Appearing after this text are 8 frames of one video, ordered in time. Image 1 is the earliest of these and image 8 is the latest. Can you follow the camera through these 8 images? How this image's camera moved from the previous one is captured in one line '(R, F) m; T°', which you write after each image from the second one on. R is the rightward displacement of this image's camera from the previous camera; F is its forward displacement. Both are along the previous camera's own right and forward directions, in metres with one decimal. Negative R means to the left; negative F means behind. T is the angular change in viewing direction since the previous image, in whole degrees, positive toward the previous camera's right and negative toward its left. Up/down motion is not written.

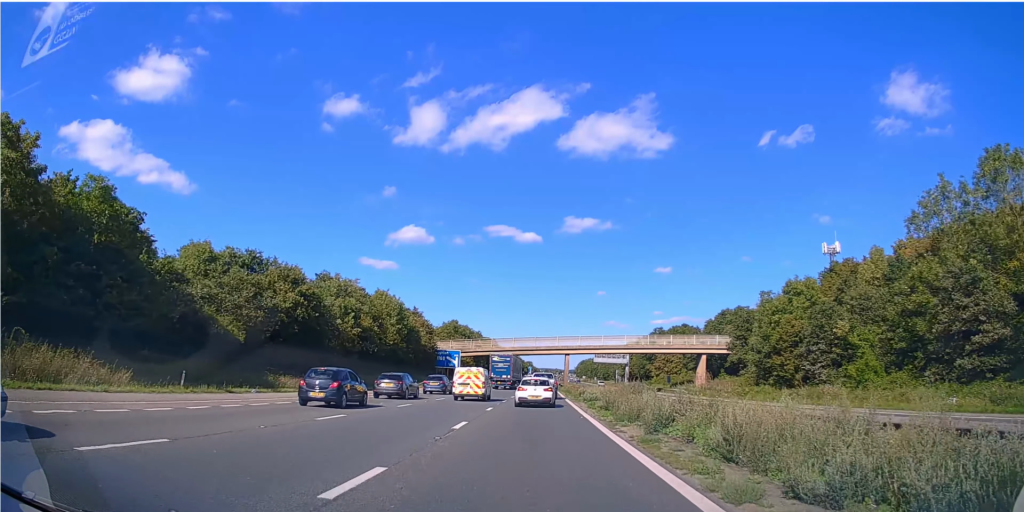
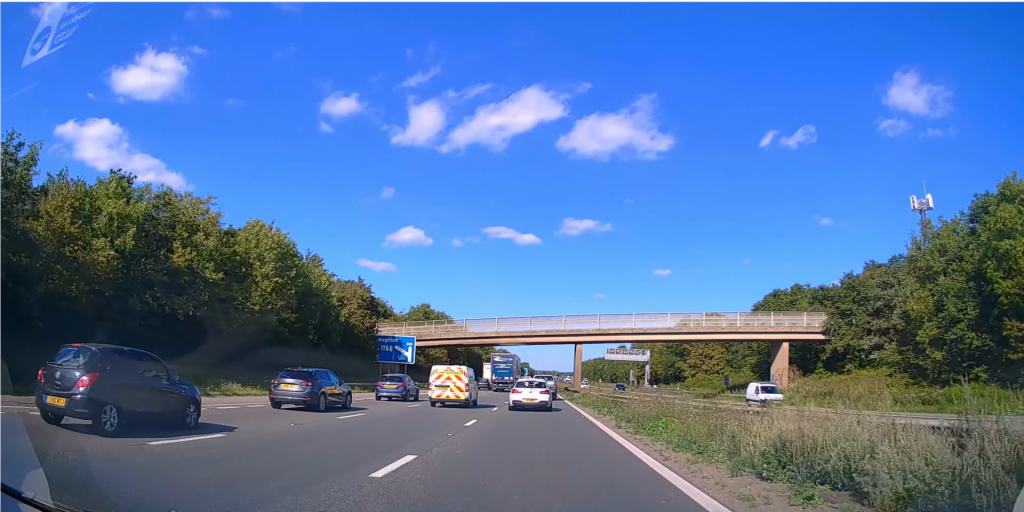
(+0.5, +33.4) m; 0°
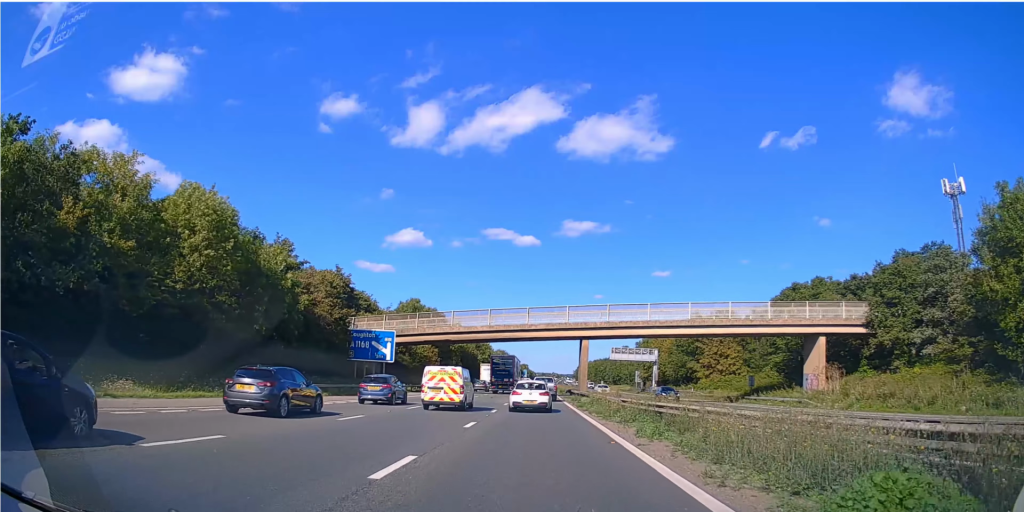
(-0.2, +9.3) m; -1°
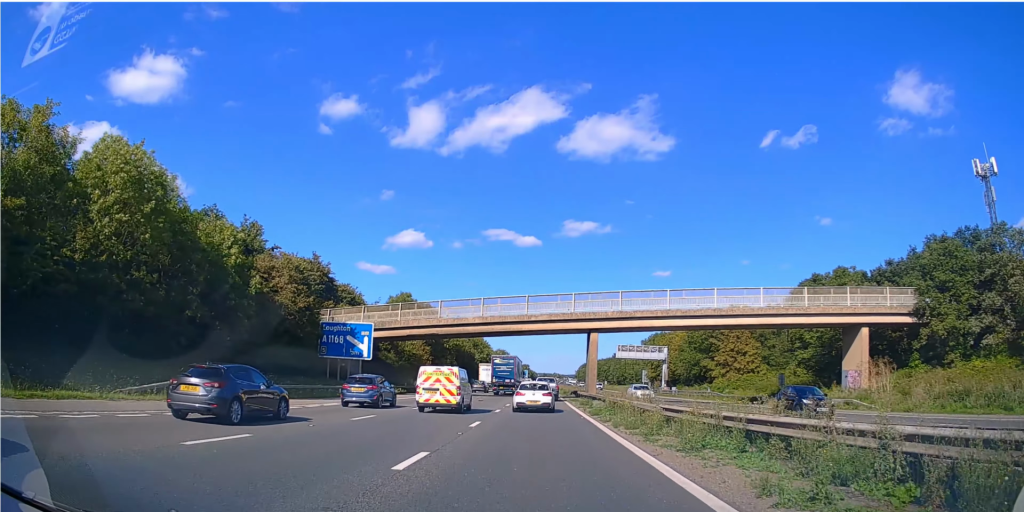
(0.0, +8.2) m; 0°
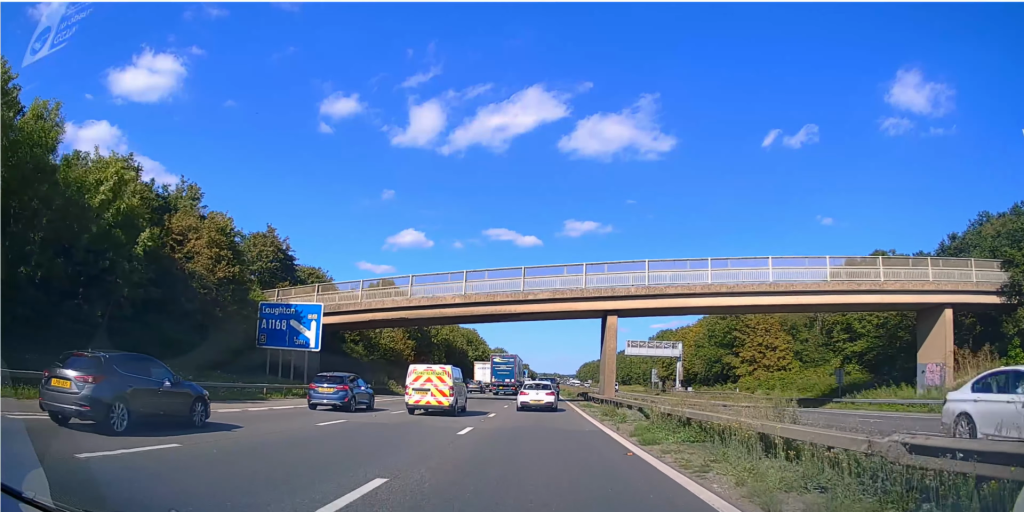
(+0.1, +12.0) m; +1°
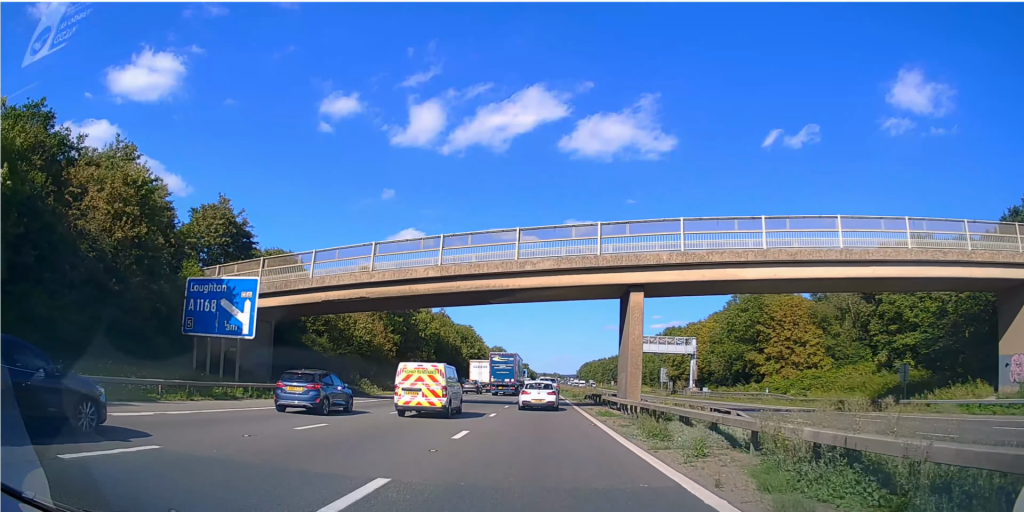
(+0.2, +8.7) m; 0°
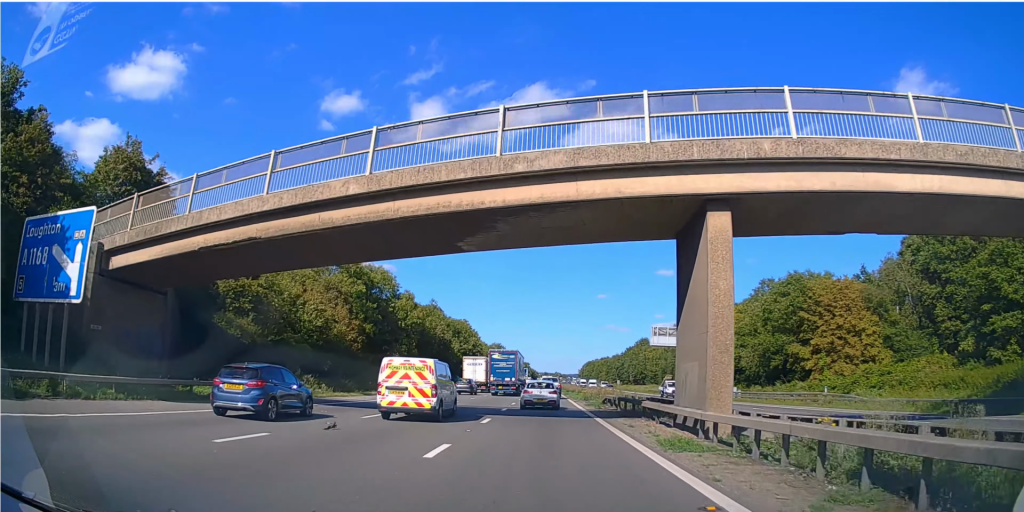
(-0.1, +12.8) m; -1°
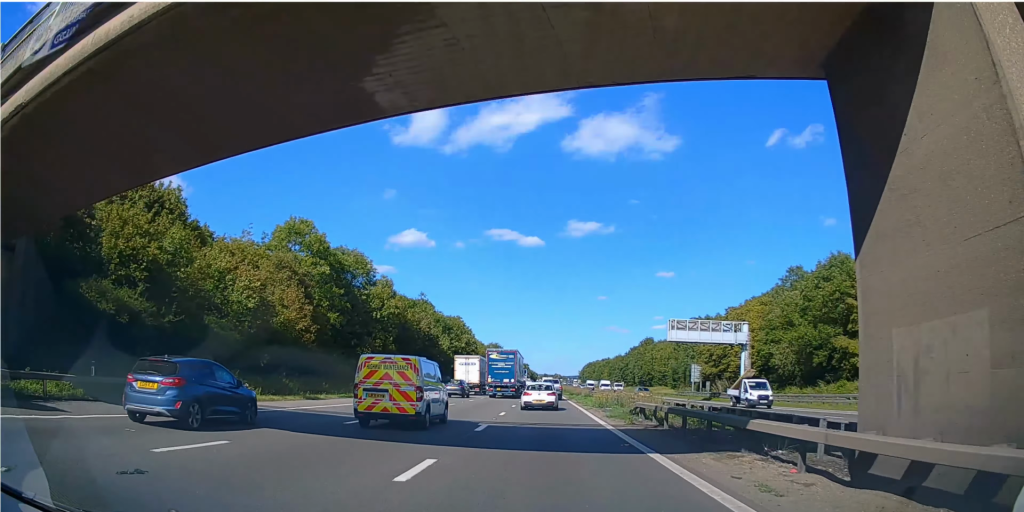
(0.0, +10.9) m; 0°
